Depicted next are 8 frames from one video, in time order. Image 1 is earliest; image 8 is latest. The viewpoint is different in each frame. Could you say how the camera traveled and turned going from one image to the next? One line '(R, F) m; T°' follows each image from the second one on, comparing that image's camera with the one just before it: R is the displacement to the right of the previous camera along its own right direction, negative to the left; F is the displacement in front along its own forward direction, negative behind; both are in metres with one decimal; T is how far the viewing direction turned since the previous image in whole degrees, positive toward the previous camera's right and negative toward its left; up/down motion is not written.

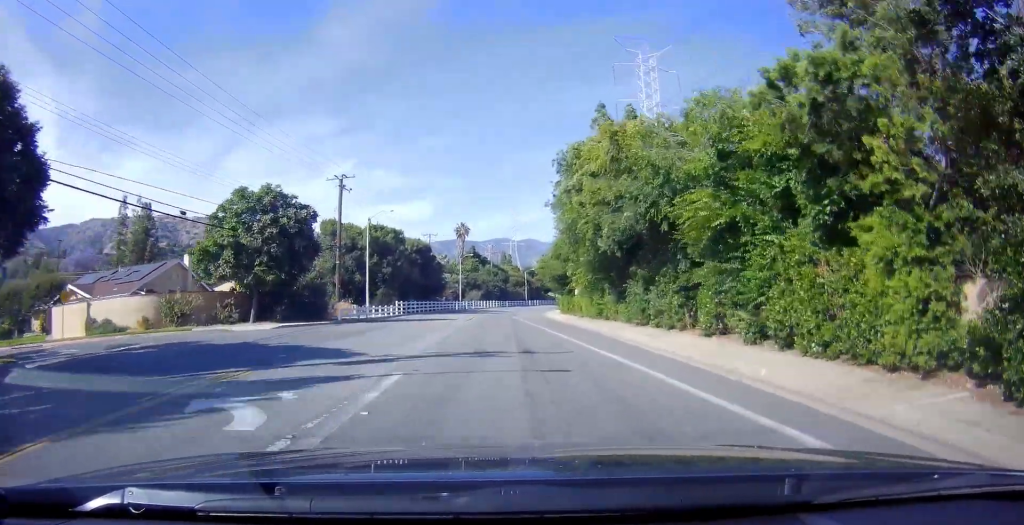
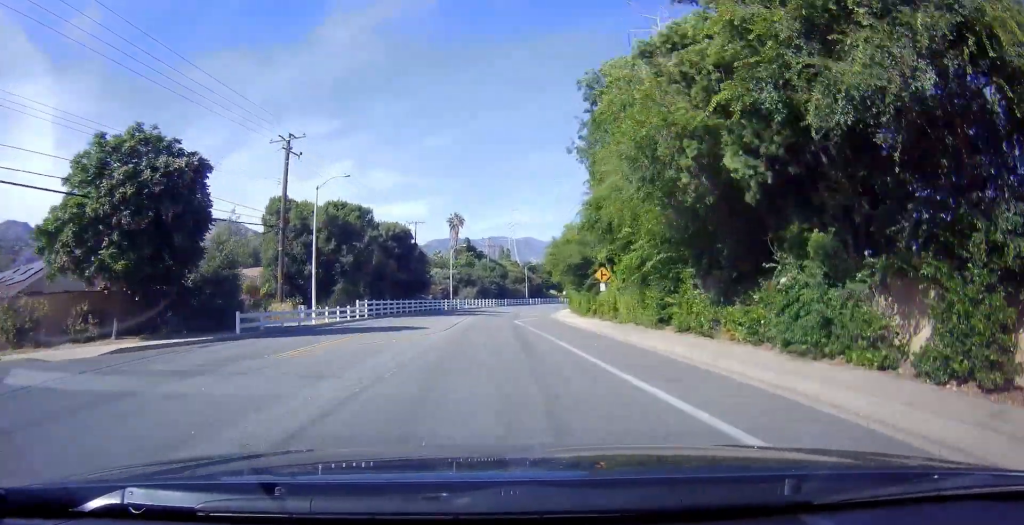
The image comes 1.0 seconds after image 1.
(-0.4, +14.6) m; -2°
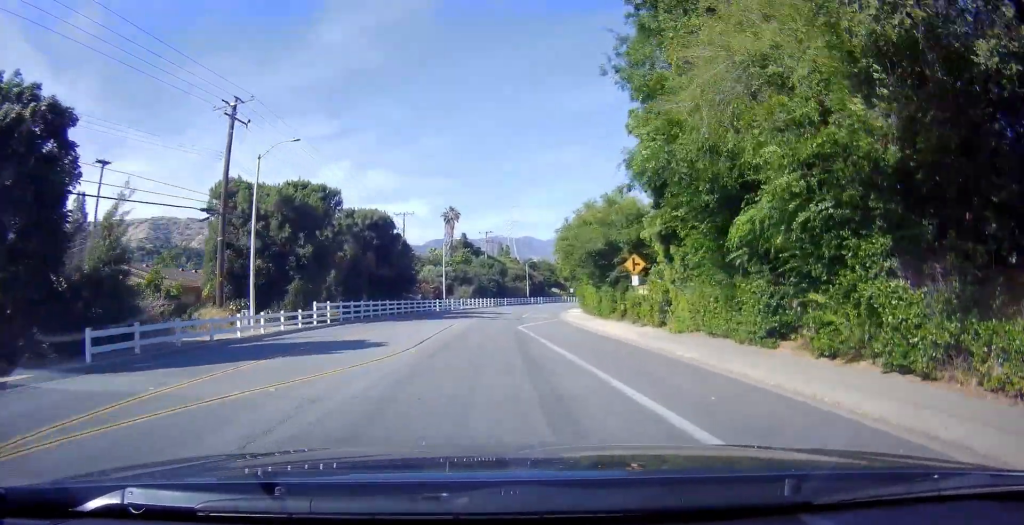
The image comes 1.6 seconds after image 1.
(-0.1, +9.2) m; +1°
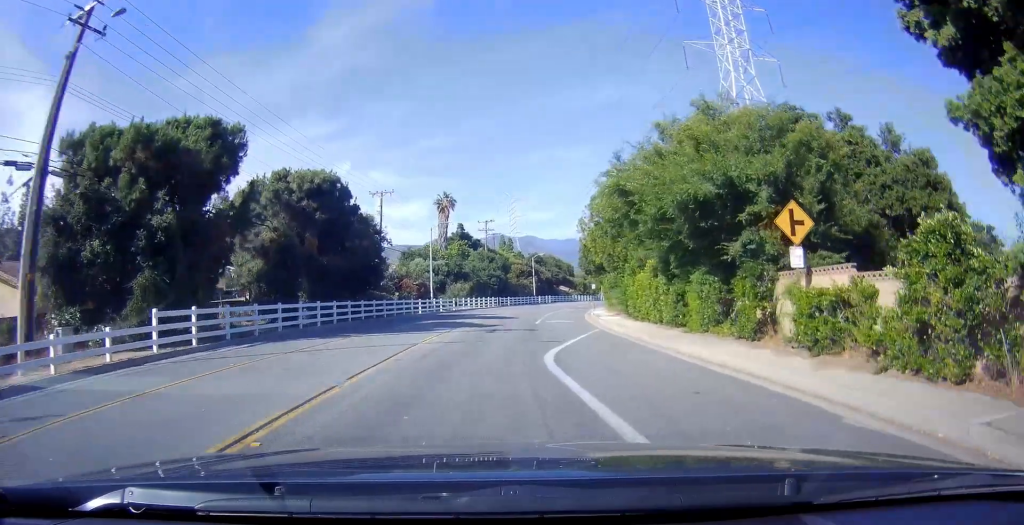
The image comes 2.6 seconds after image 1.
(+0.4, +16.1) m; +4°
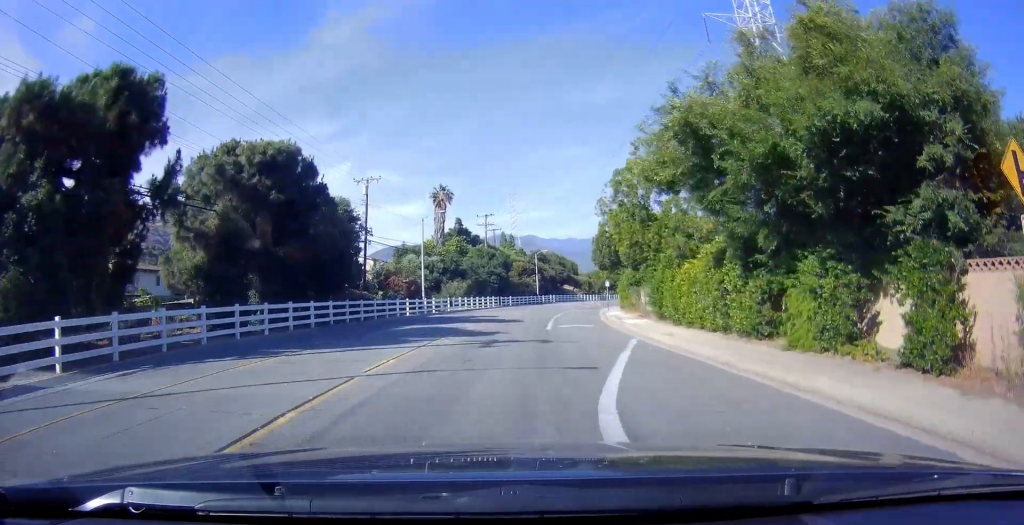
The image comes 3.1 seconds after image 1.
(+0.5, +7.5) m; +1°
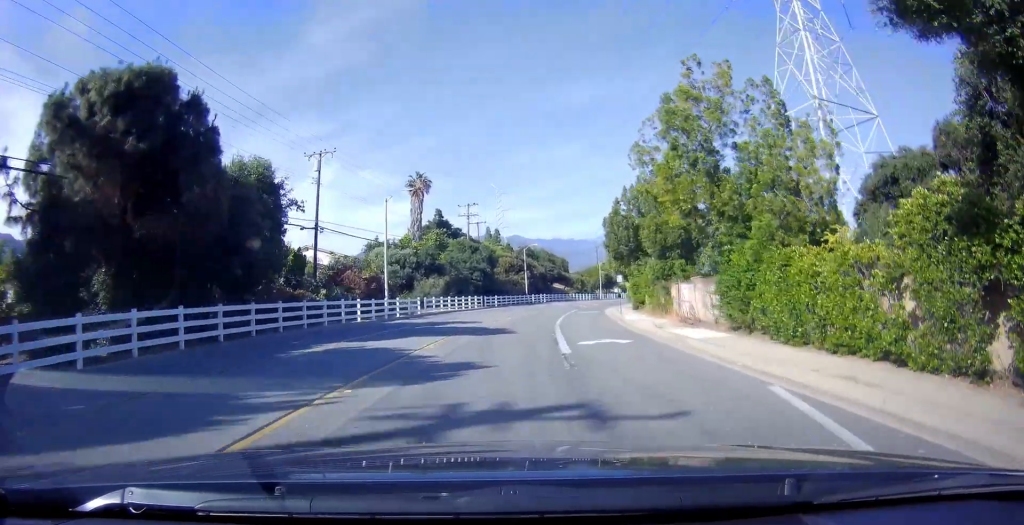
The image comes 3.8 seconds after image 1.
(-0.1, +10.6) m; -1°
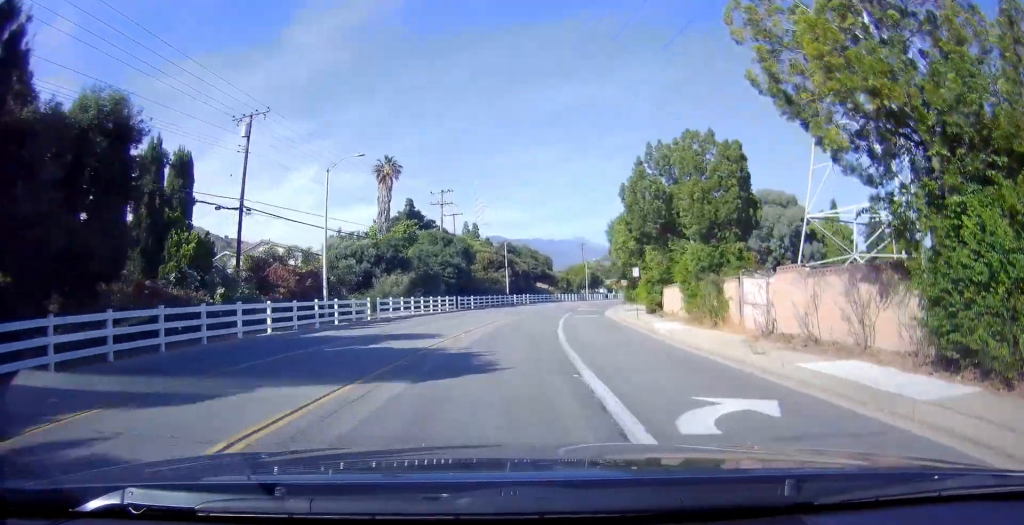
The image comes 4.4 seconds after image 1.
(-0.2, +10.7) m; 0°
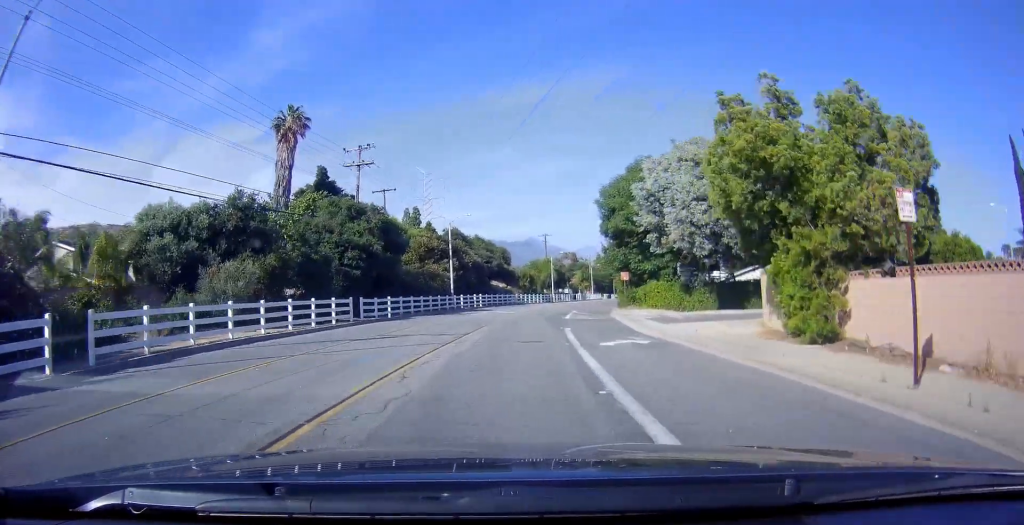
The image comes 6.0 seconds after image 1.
(+1.2, +24.2) m; +6°
